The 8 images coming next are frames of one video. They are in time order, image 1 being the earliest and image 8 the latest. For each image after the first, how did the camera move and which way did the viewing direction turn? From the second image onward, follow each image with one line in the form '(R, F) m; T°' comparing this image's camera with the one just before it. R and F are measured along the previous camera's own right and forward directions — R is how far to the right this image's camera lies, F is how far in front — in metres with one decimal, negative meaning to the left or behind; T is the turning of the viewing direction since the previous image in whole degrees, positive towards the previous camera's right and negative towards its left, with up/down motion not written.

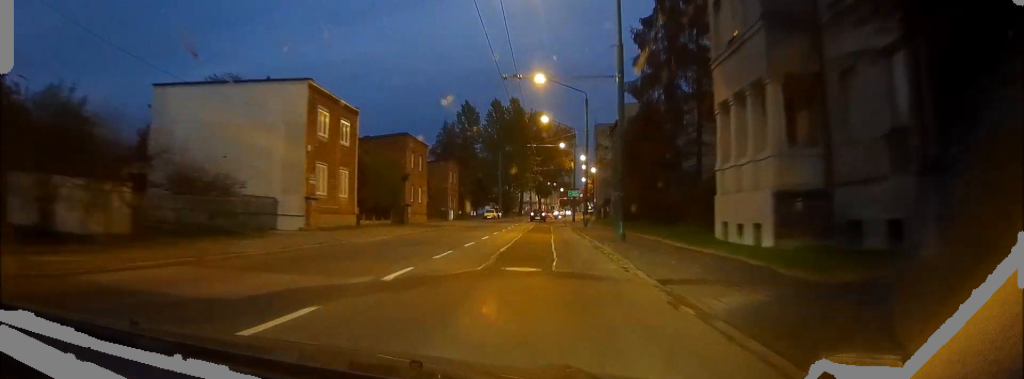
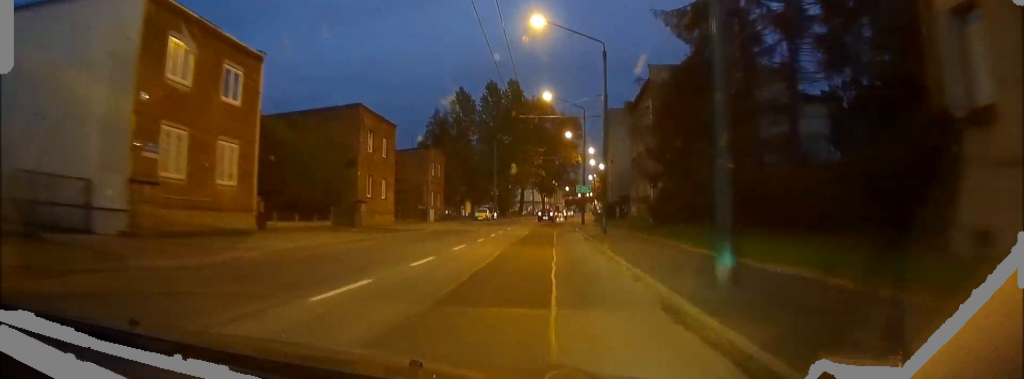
(+0.2, +15.1) m; +1°
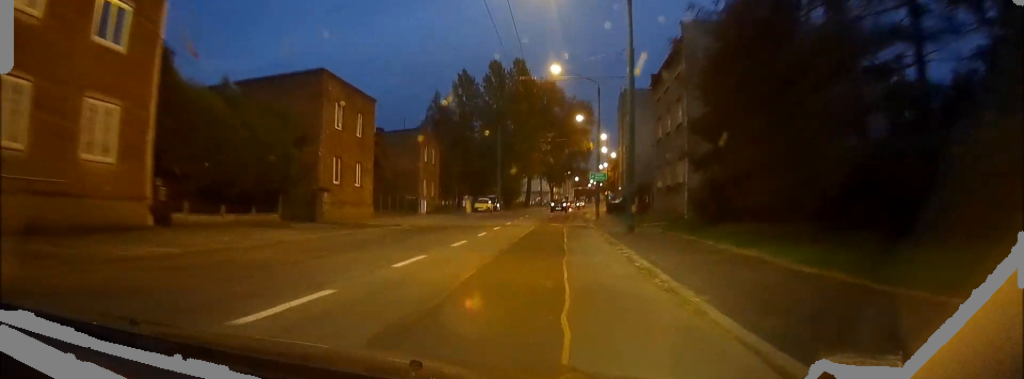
(+0.1, +8.6) m; 0°
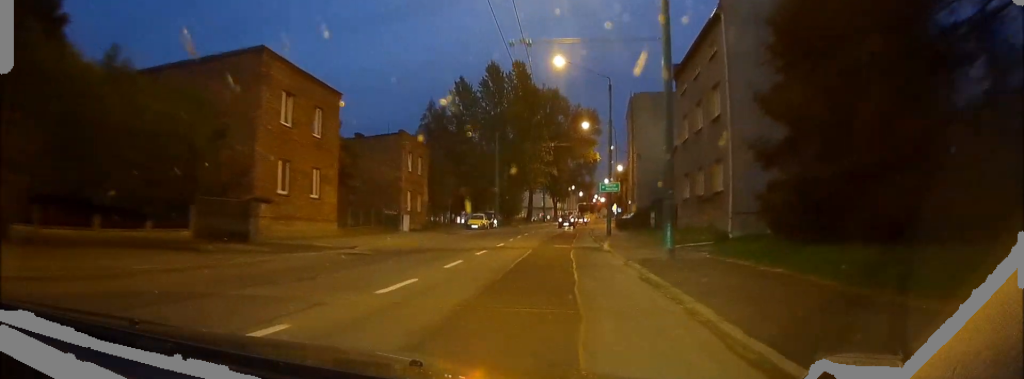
(-0.1, +8.0) m; -1°
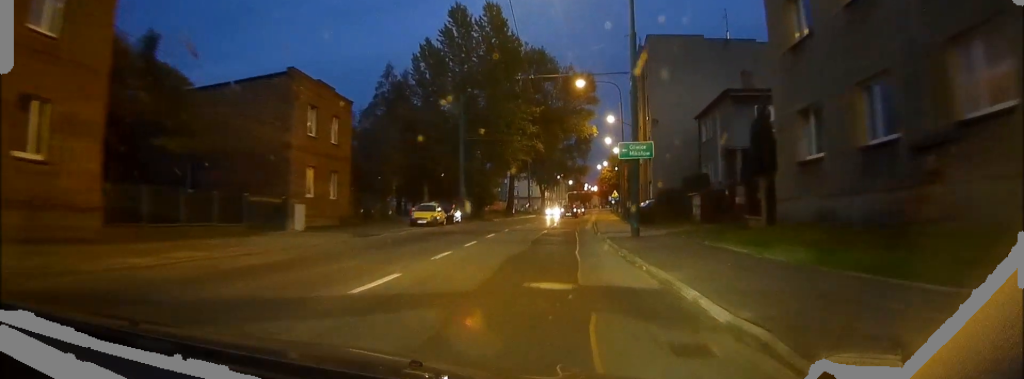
(-0.2, +19.6) m; -1°
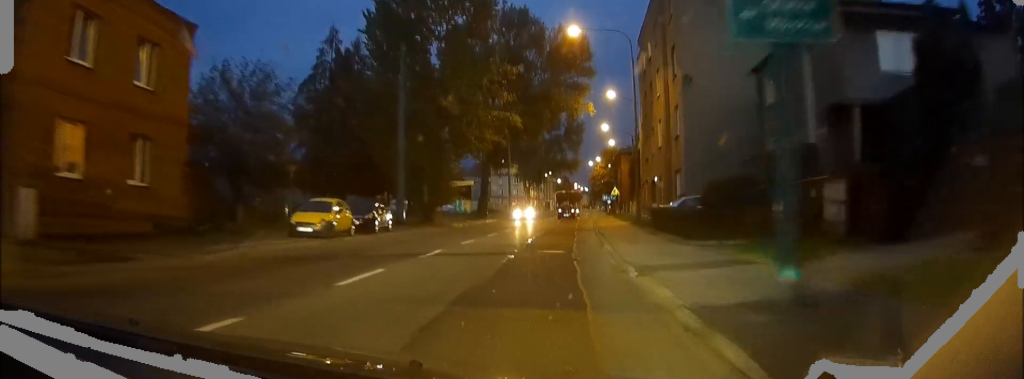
(-0.1, +17.7) m; 0°
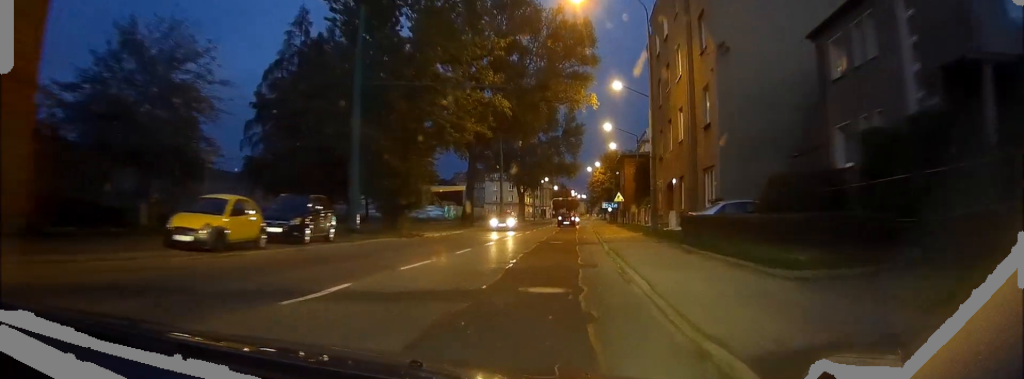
(0.0, +8.3) m; +1°
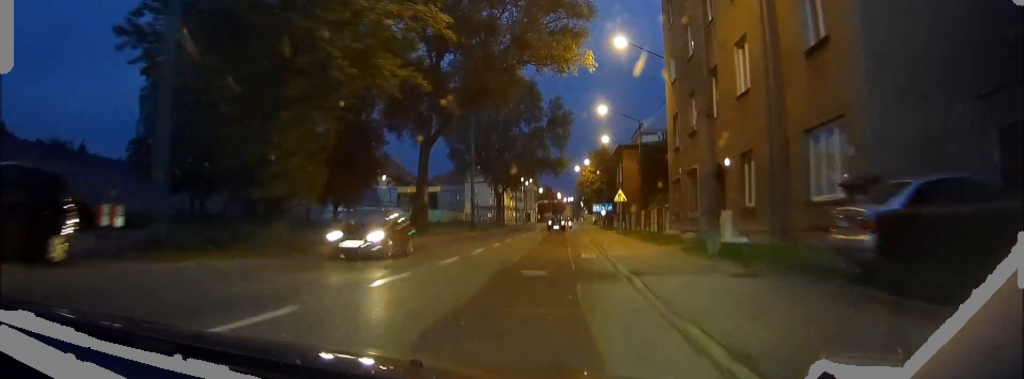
(+0.3, +14.6) m; +2°
